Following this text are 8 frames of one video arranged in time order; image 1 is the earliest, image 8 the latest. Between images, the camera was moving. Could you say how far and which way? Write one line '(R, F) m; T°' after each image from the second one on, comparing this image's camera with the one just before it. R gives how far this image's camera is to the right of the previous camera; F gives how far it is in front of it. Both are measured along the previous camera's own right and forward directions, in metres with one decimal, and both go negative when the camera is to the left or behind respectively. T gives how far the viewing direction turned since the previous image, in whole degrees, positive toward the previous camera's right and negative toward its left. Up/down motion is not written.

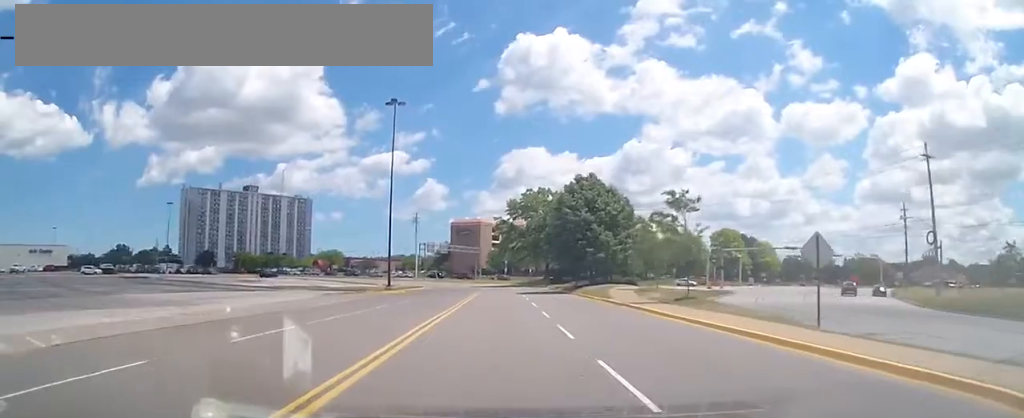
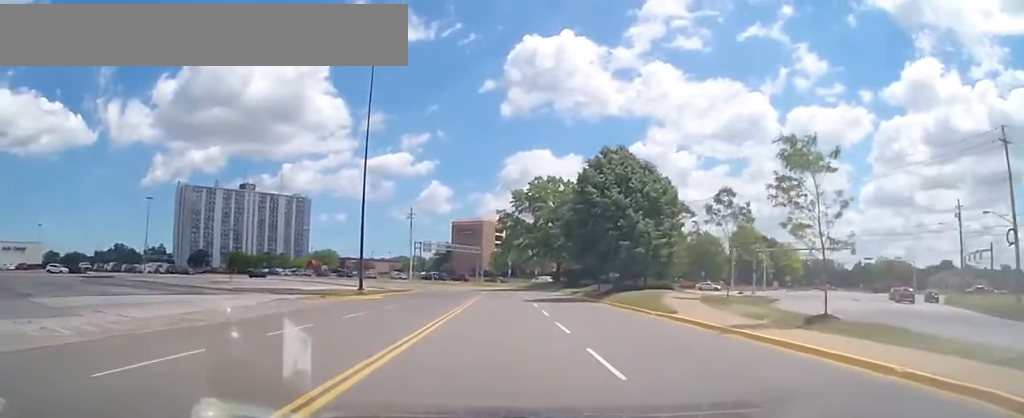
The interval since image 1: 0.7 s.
(+0.2, +10.8) m; 0°
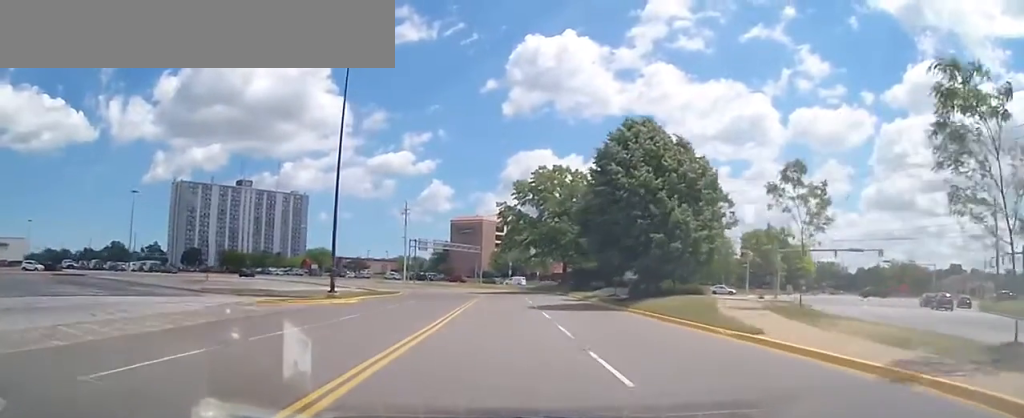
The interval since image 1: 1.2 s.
(-0.2, +6.4) m; 0°
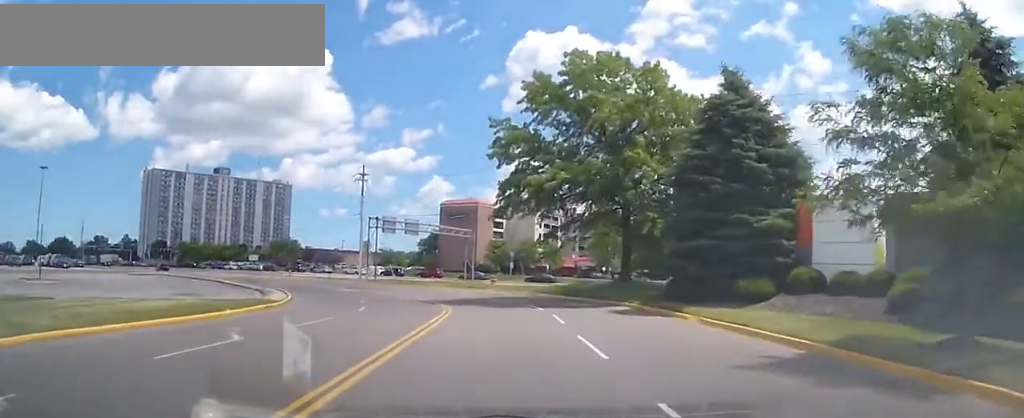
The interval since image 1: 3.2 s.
(+0.3, +28.5) m; 0°
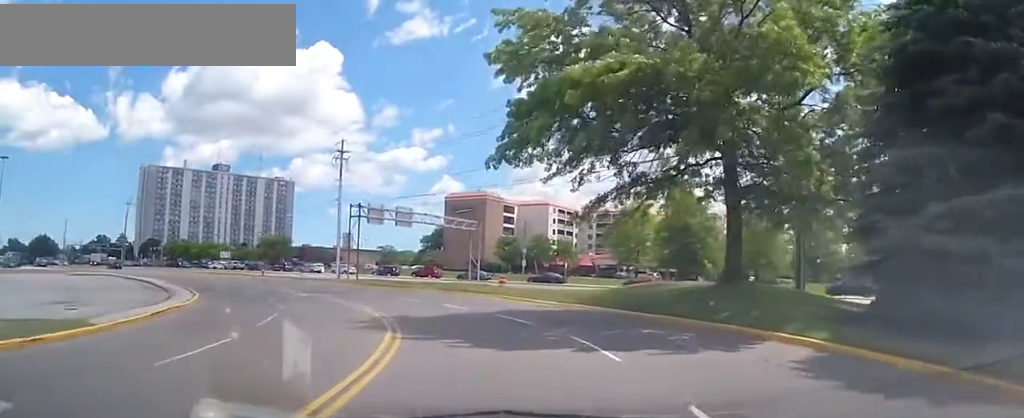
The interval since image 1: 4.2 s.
(-0.2, +12.8) m; -5°
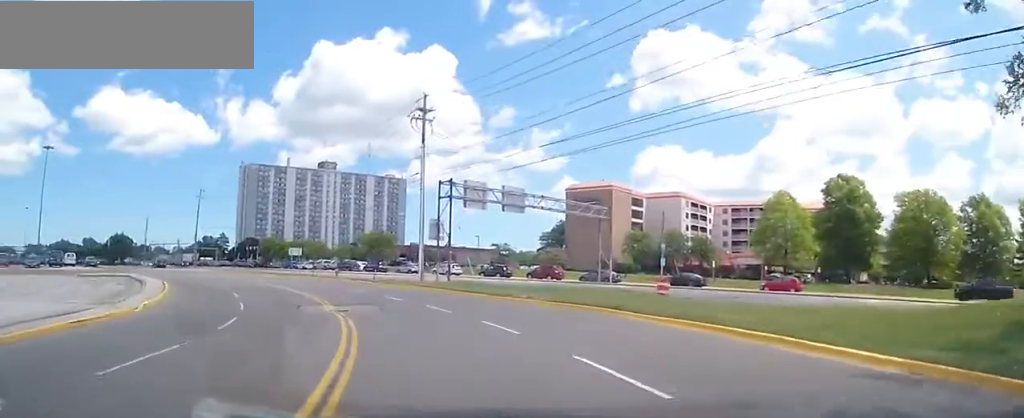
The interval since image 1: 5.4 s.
(-1.5, +14.5) m; -14°
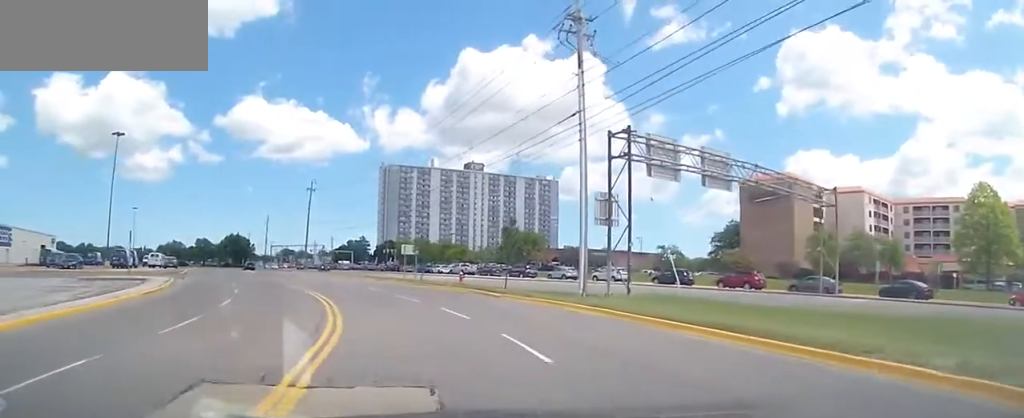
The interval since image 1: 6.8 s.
(-1.8, +14.5) m; -12°
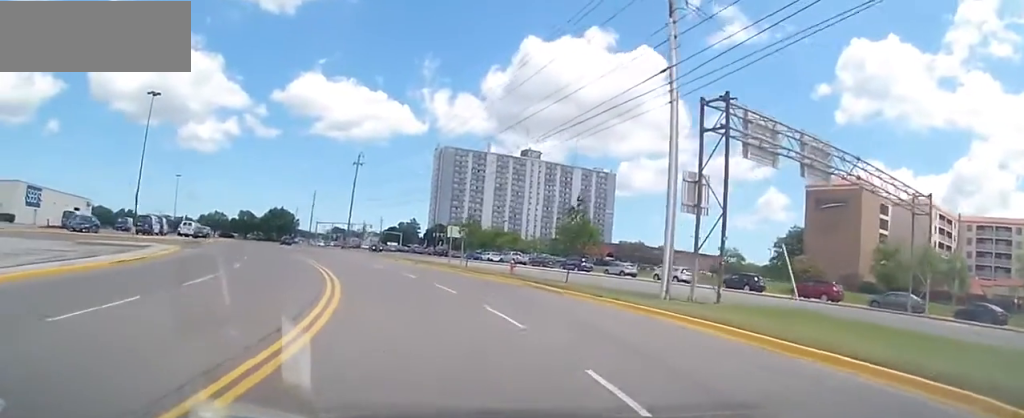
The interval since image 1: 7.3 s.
(0.0, +4.7) m; -4°
